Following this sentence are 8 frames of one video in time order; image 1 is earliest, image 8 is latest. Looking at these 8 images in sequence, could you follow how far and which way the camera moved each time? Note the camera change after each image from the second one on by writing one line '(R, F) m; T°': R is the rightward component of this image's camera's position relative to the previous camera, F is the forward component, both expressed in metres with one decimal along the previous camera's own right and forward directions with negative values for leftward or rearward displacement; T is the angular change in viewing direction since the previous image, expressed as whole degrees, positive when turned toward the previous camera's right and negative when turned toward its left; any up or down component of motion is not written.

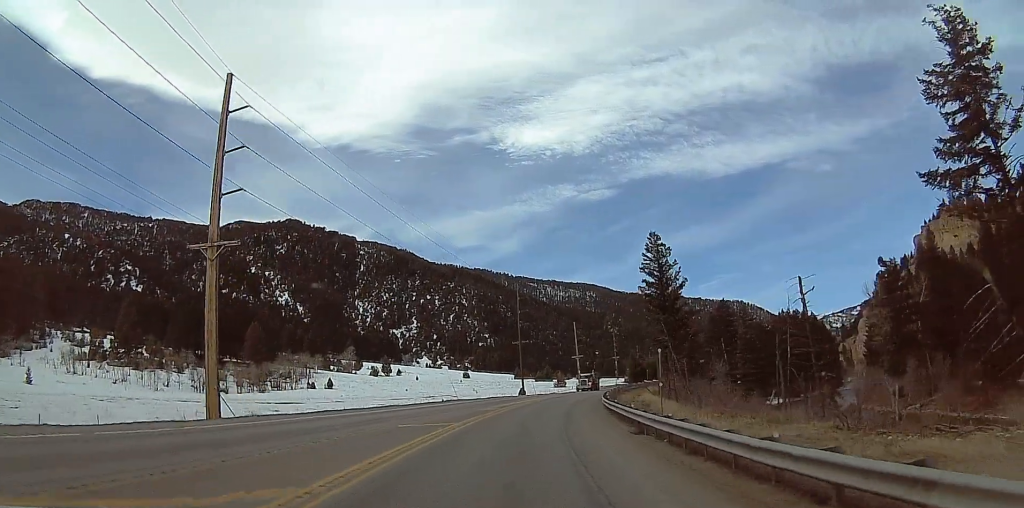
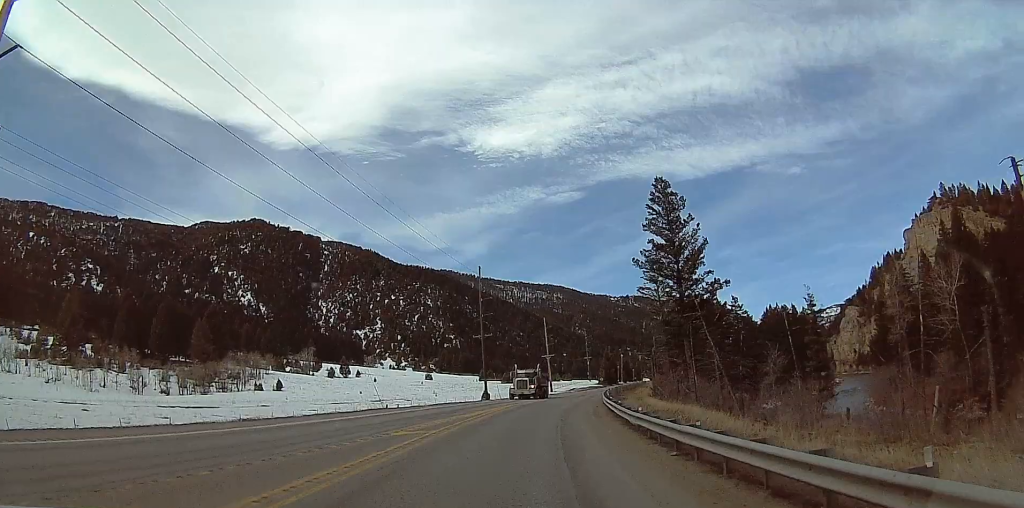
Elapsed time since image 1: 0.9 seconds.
(0.0, +19.6) m; +2°
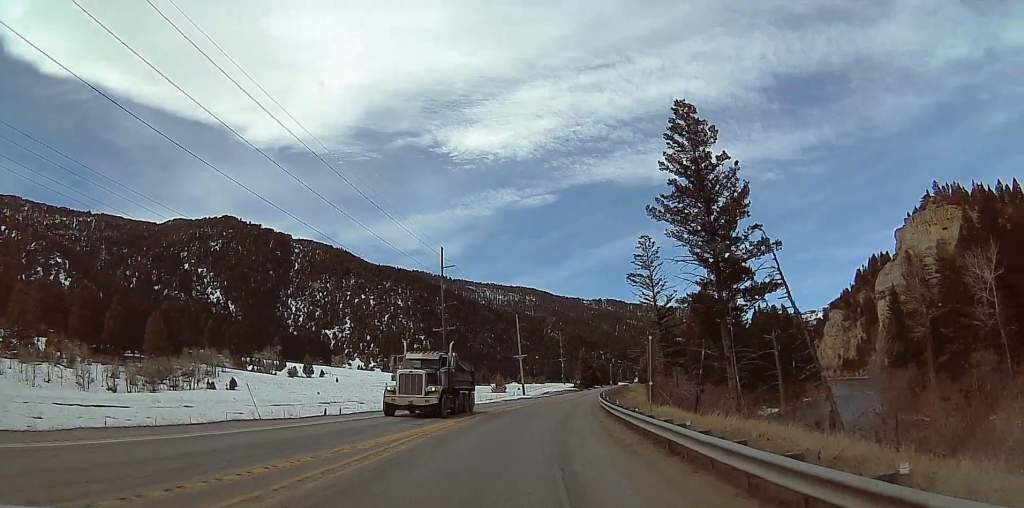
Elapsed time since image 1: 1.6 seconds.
(+0.5, +15.3) m; +4°
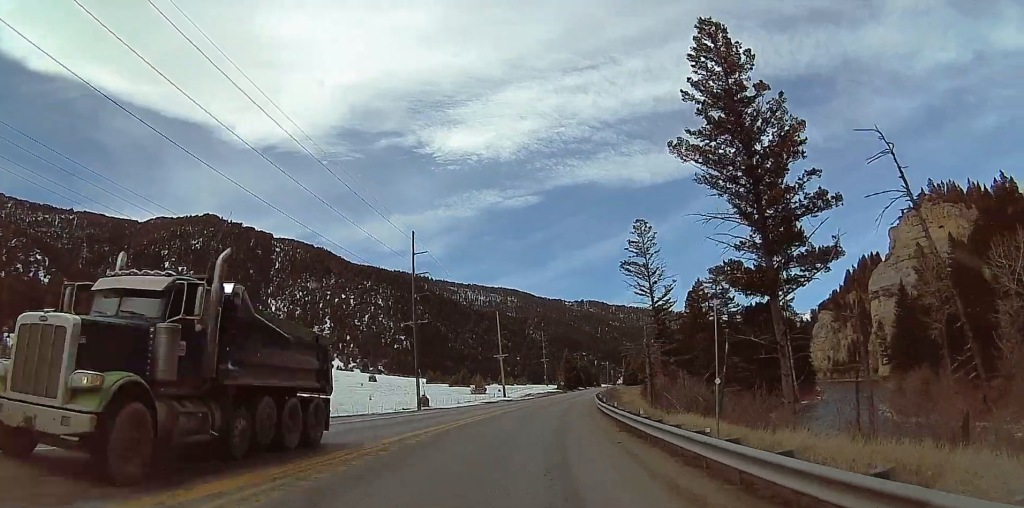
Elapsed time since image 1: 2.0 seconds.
(-0.1, +9.5) m; +3°
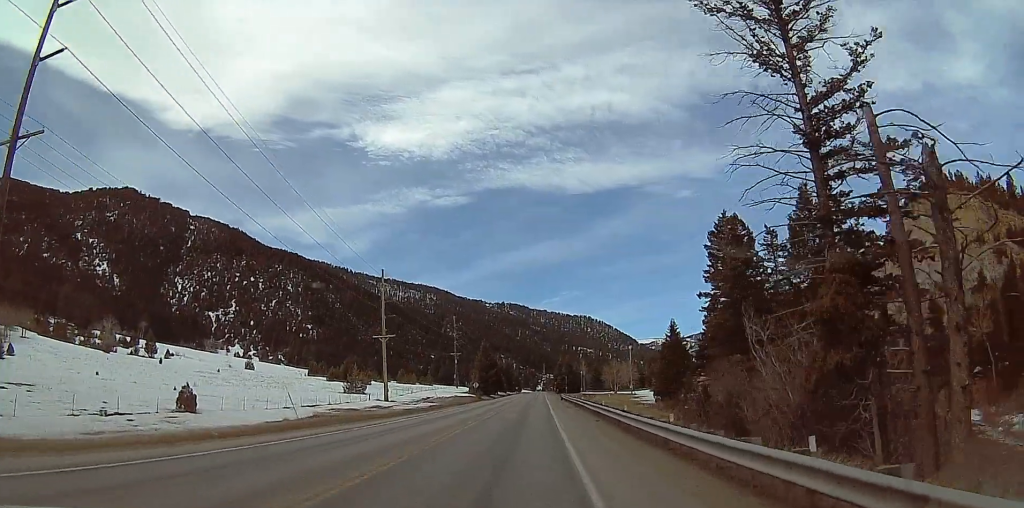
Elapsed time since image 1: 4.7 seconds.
(+4.4, +58.1) m; +10°
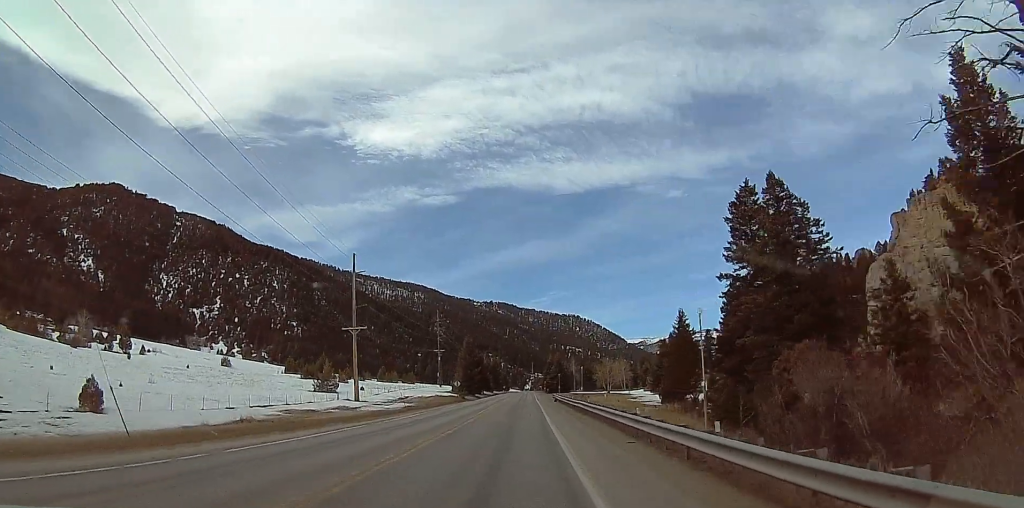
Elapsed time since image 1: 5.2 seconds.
(+0.5, +11.6) m; +2°
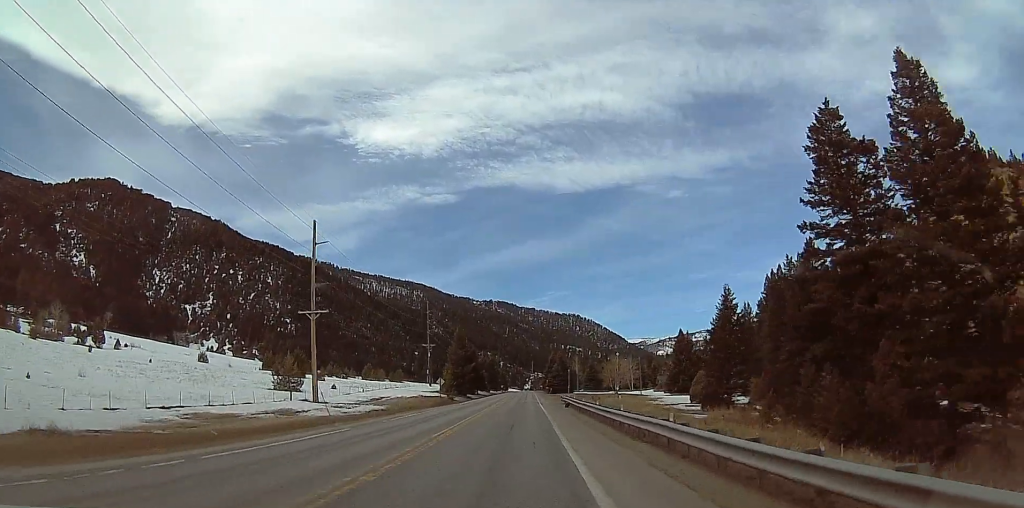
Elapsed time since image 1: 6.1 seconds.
(+0.3, +18.9) m; -2°
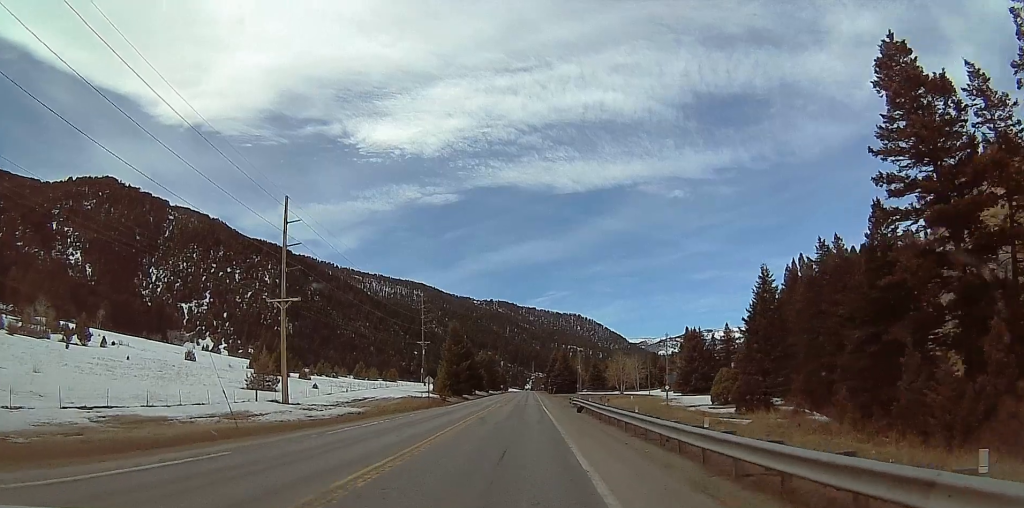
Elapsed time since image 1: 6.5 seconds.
(-0.6, +10.2) m; 0°
